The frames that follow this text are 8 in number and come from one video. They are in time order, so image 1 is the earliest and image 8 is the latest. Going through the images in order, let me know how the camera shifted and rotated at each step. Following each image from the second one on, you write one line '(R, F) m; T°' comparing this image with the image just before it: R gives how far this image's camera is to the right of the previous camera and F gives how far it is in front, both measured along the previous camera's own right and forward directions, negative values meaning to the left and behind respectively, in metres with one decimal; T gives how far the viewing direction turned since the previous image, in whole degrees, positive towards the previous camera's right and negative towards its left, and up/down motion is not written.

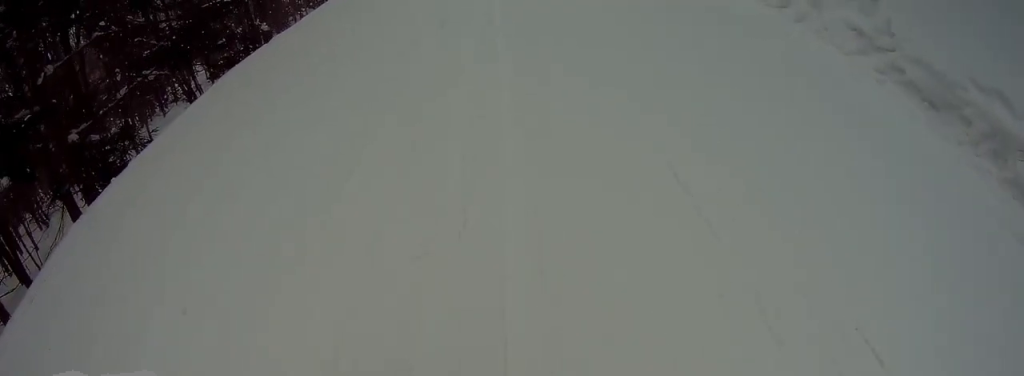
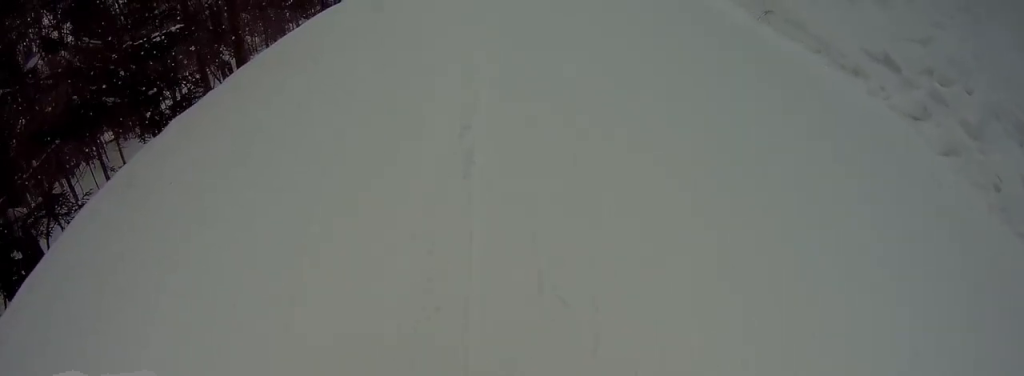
(0.0, +2.8) m; -1°
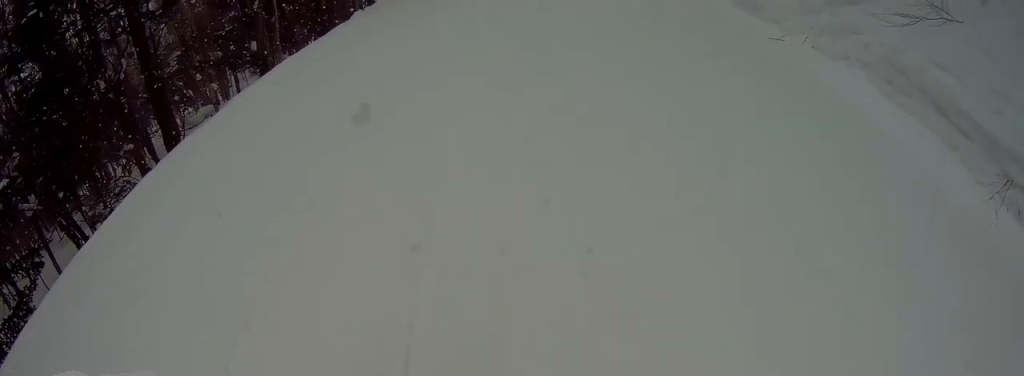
(-0.2, +4.6) m; -16°
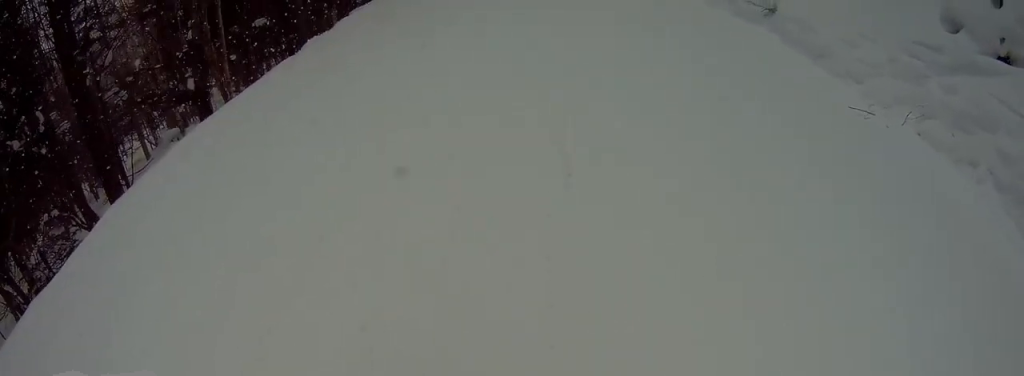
(-0.6, +2.1) m; 0°
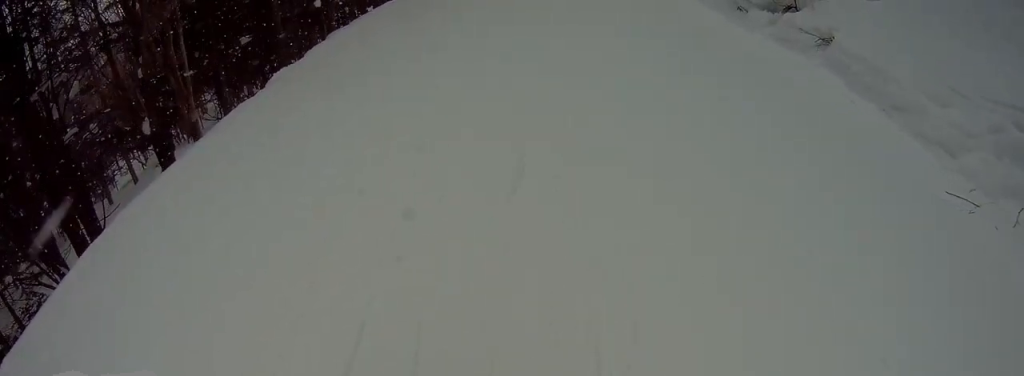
(-0.1, +1.4) m; +2°
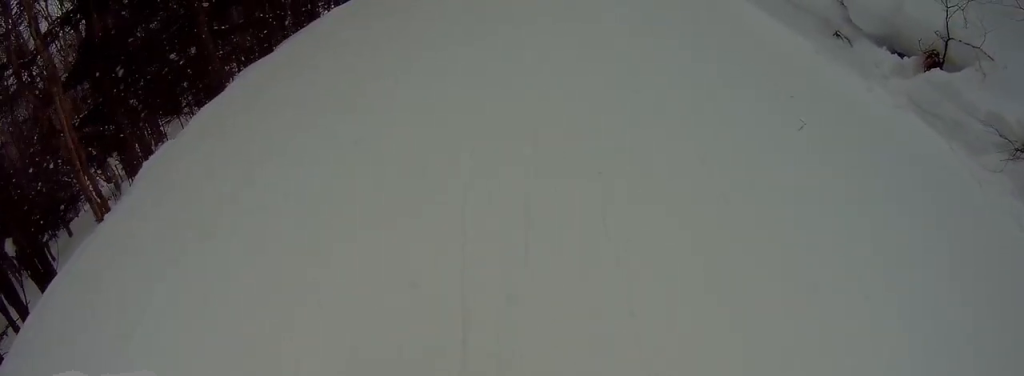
(+0.8, +3.2) m; +13°
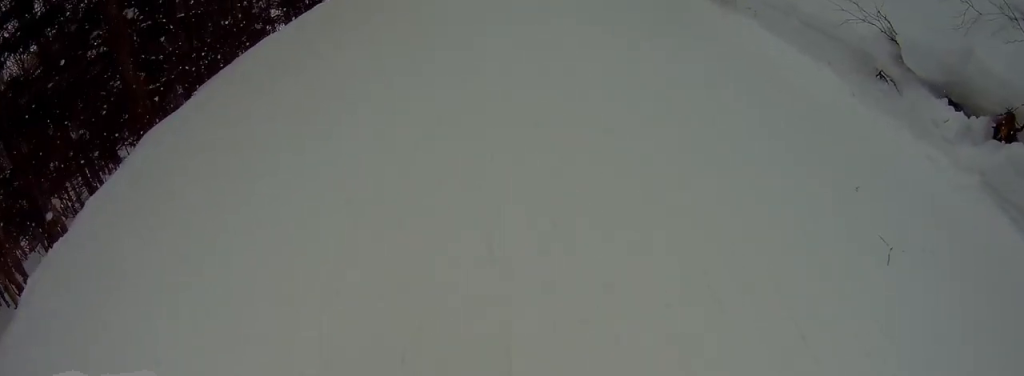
(0.0, +1.6) m; 0°
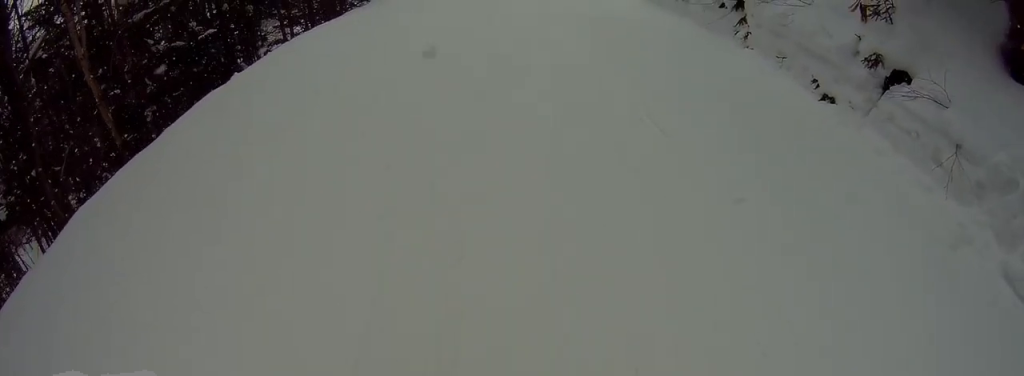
(0.0, +8.8) m; 0°
